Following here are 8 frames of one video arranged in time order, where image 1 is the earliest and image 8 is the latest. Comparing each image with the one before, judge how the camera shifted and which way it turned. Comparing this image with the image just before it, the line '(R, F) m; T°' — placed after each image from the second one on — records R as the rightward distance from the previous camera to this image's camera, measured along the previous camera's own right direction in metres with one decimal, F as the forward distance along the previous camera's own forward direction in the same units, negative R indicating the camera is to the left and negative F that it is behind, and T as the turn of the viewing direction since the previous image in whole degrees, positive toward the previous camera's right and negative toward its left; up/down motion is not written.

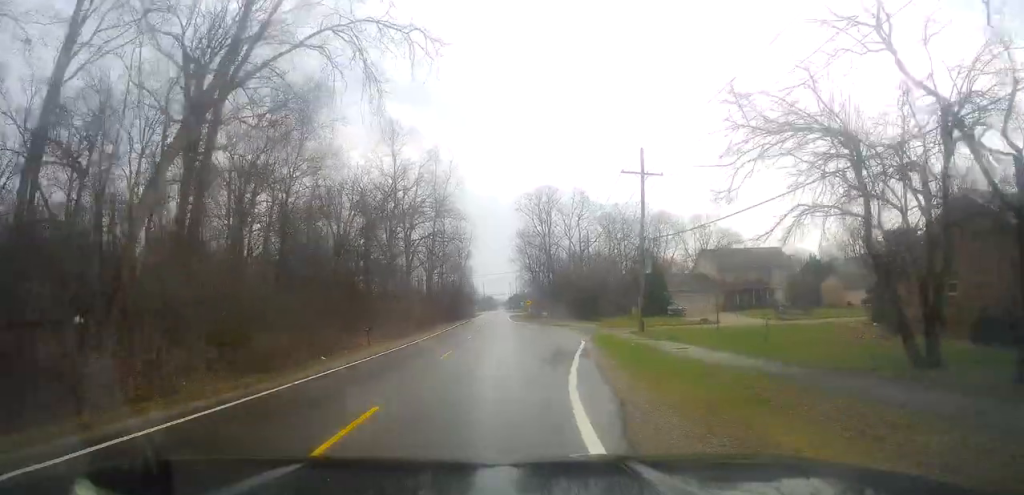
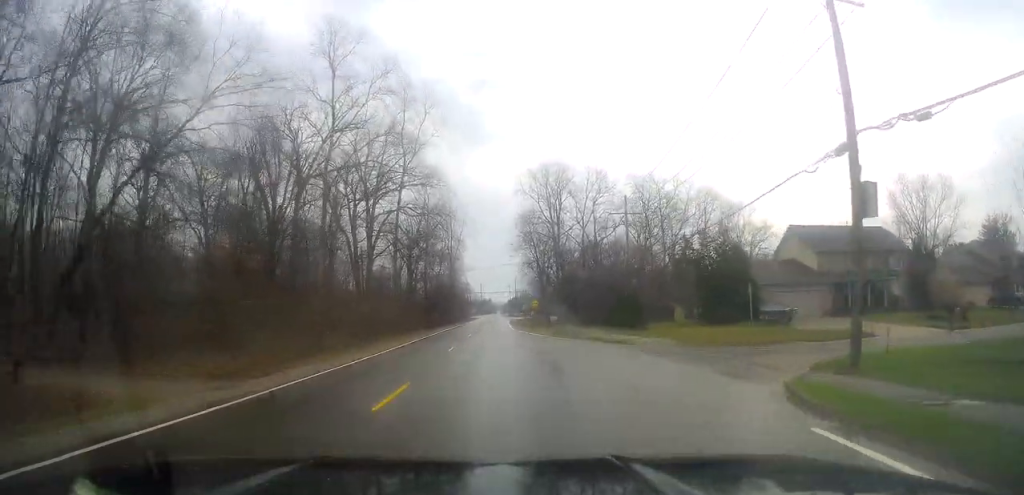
(-0.1, +26.3) m; 0°
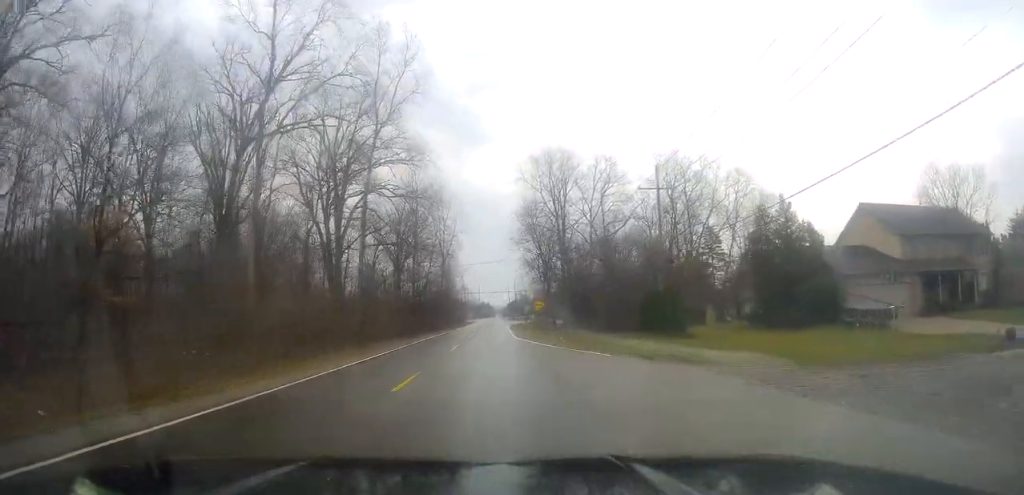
(0.0, +12.6) m; +1°
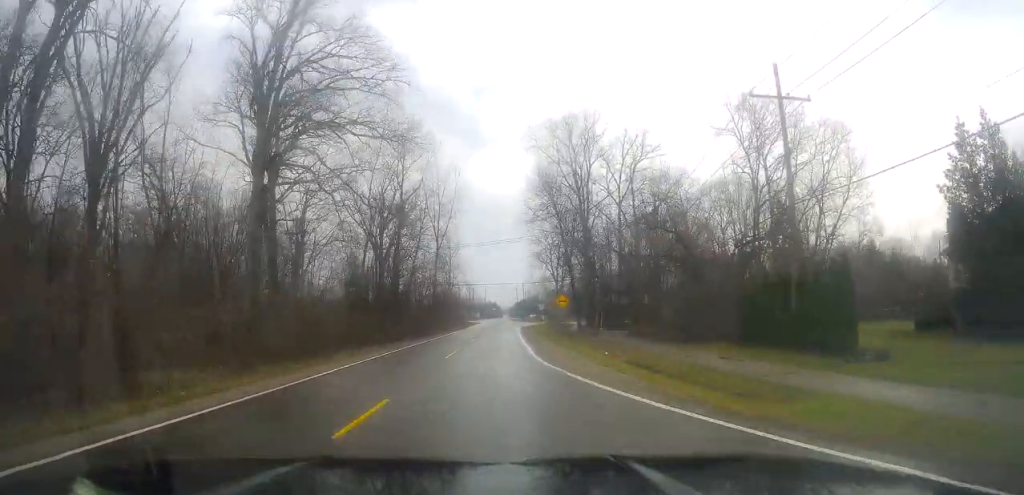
(+0.4, +20.2) m; +3°
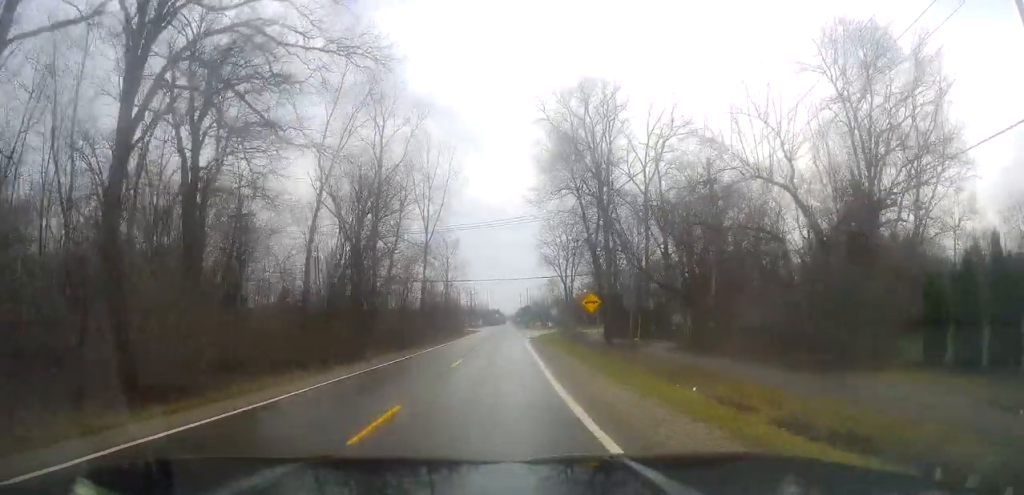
(+0.2, +14.9) m; 0°
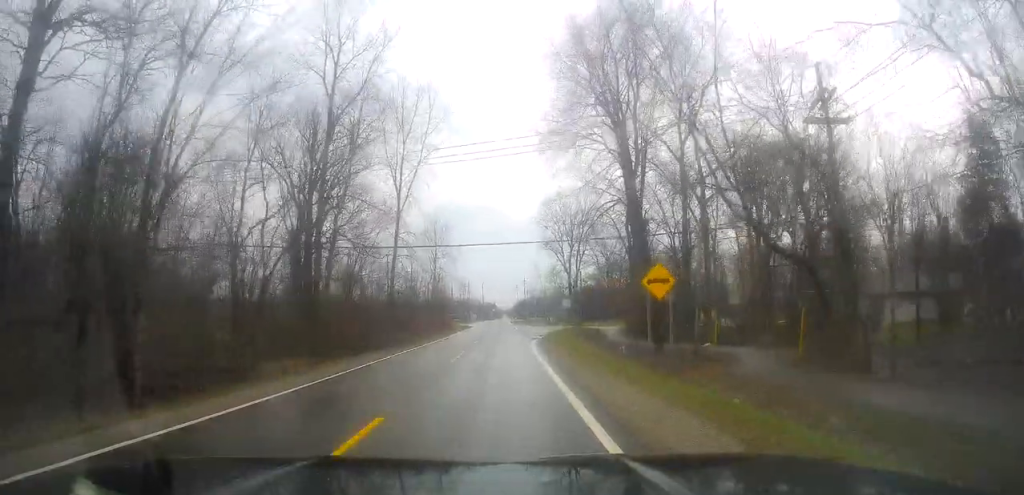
(-0.3, +16.4) m; -2°
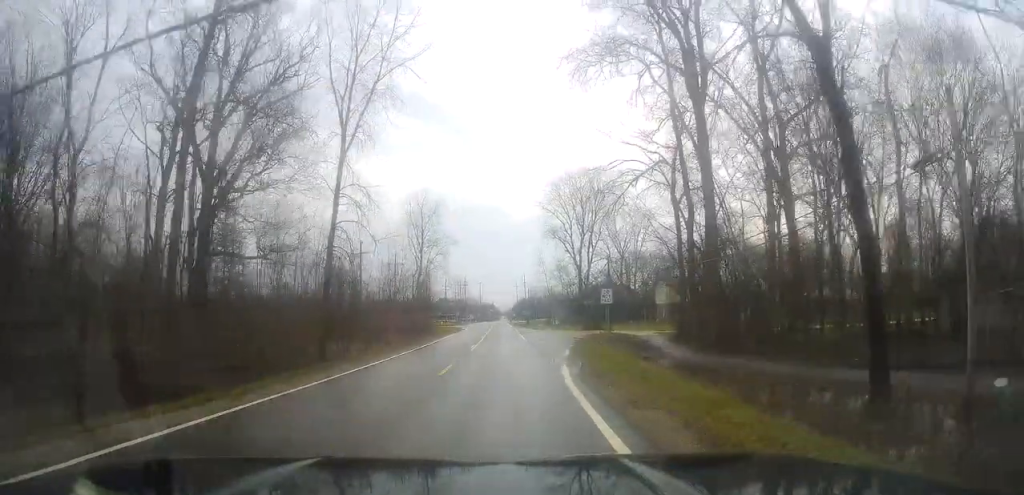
(-0.3, +18.4) m; -1°
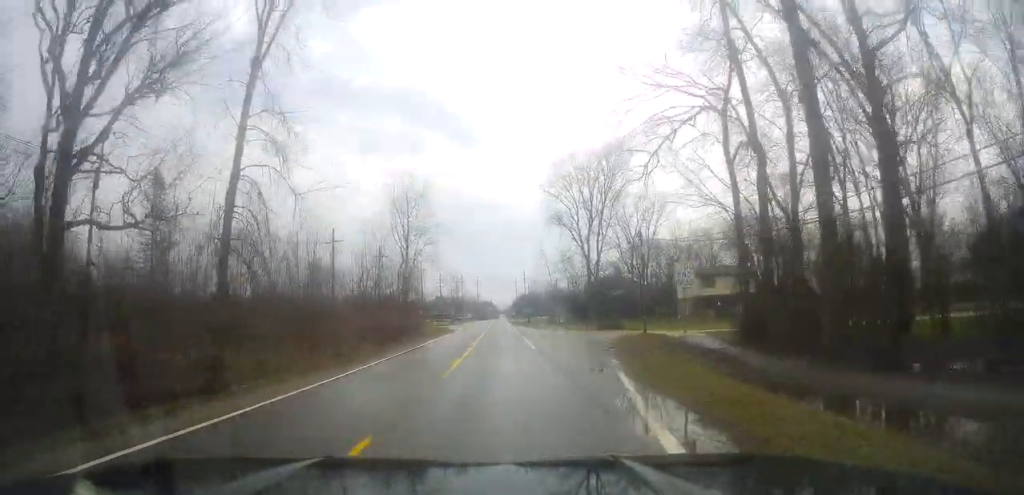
(0.0, +12.7) m; 0°
